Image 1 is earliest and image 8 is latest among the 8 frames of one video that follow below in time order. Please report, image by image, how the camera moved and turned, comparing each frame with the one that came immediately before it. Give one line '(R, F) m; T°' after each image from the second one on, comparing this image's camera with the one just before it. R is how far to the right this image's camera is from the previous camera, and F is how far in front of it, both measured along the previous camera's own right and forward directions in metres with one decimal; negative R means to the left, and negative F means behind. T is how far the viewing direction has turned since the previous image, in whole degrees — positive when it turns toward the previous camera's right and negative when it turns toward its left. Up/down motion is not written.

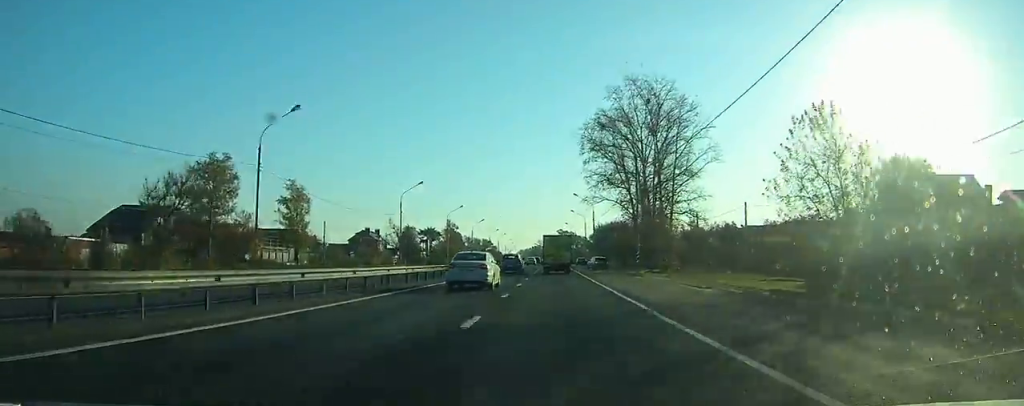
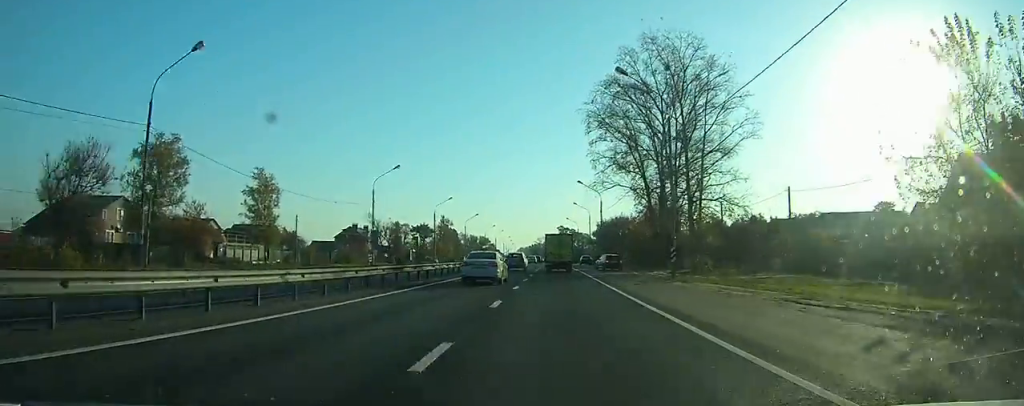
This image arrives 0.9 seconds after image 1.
(0.0, +12.2) m; 0°
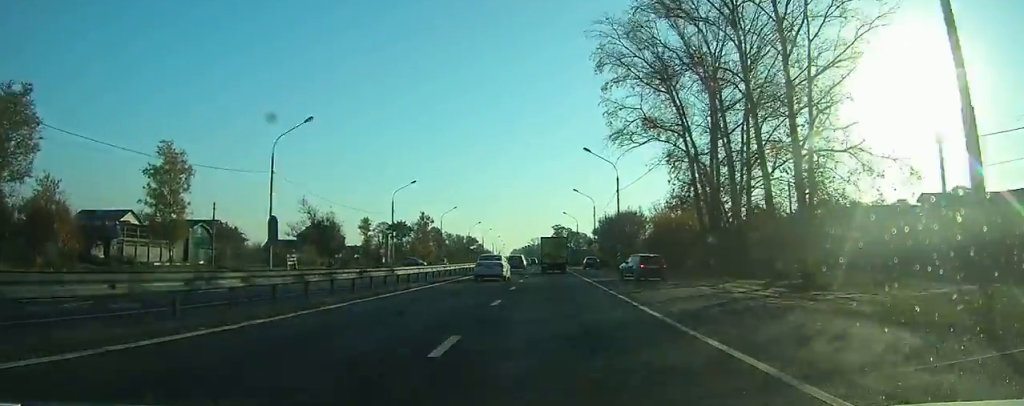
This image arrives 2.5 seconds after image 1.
(0.0, +23.6) m; 0°
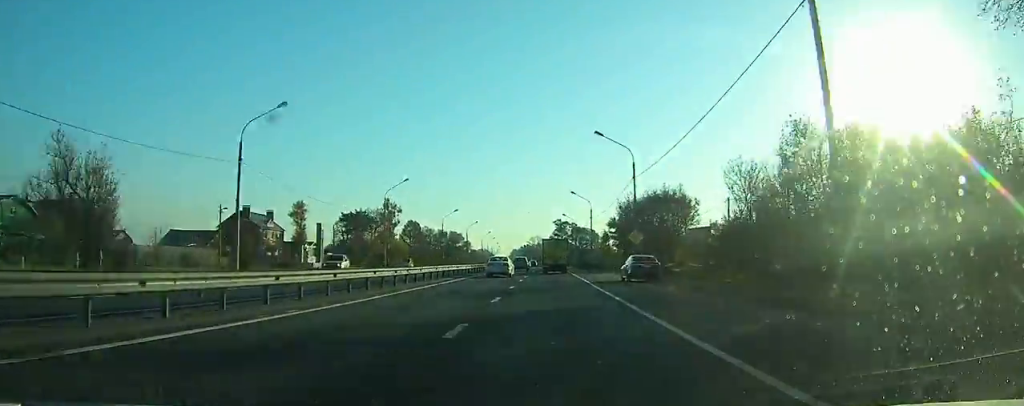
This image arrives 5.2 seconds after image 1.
(0.0, +38.3) m; 0°
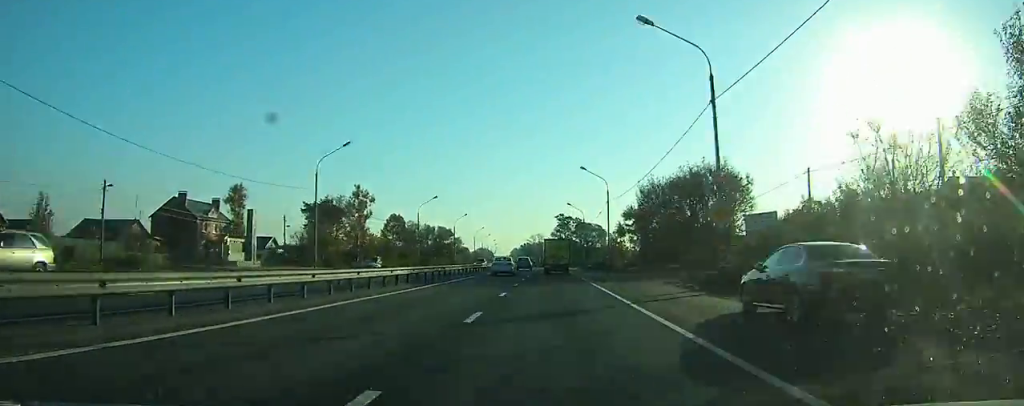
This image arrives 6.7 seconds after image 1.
(0.0, +22.3) m; 0°
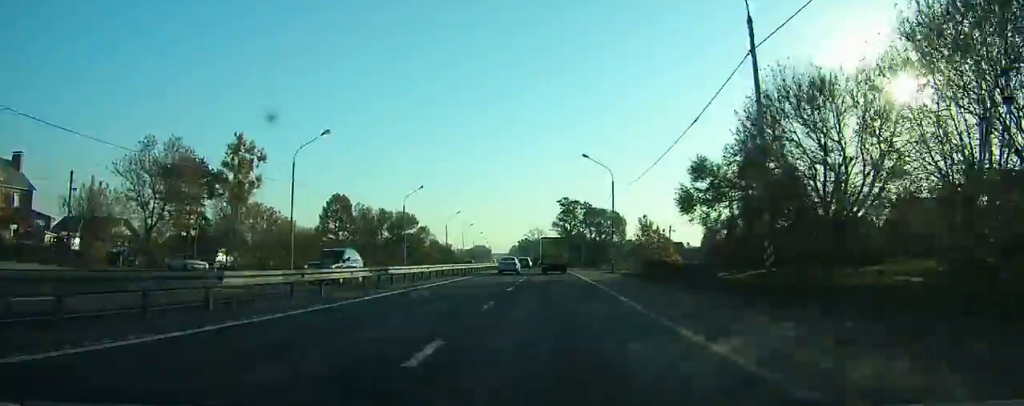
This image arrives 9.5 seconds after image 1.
(+0.2, +46.4) m; 0°
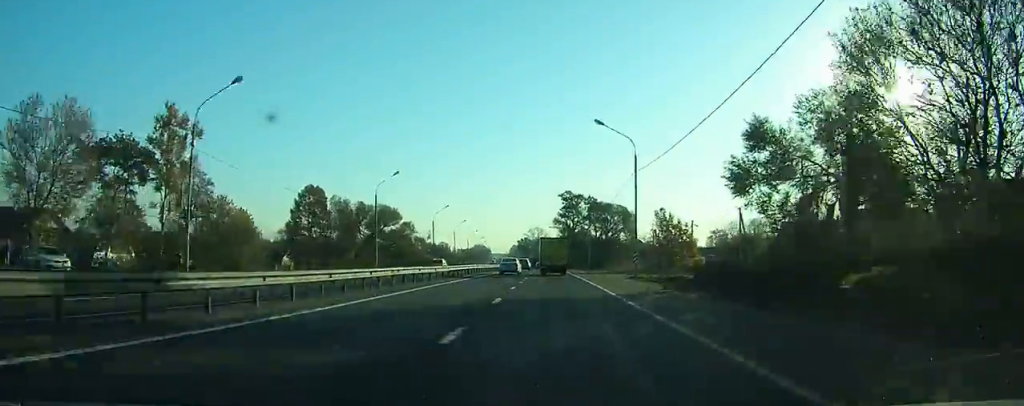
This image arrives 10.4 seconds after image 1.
(0.0, +15.1) m; 0°
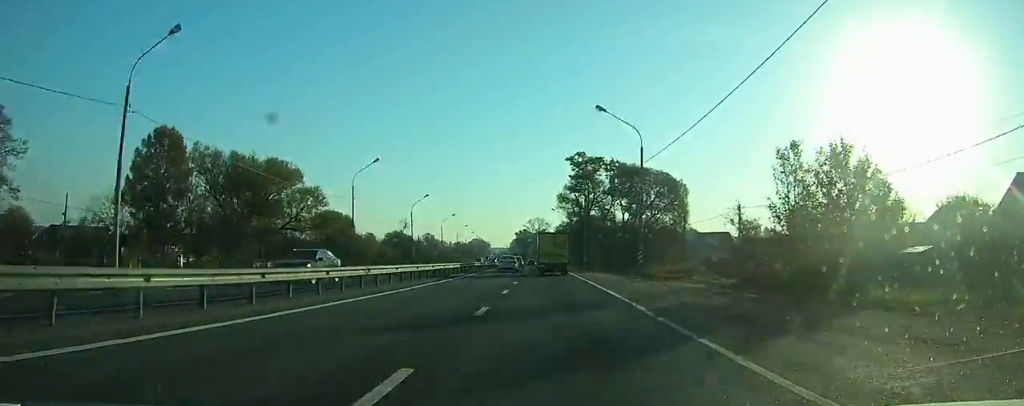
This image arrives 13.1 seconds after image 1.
(-0.2, +47.9) m; -1°
